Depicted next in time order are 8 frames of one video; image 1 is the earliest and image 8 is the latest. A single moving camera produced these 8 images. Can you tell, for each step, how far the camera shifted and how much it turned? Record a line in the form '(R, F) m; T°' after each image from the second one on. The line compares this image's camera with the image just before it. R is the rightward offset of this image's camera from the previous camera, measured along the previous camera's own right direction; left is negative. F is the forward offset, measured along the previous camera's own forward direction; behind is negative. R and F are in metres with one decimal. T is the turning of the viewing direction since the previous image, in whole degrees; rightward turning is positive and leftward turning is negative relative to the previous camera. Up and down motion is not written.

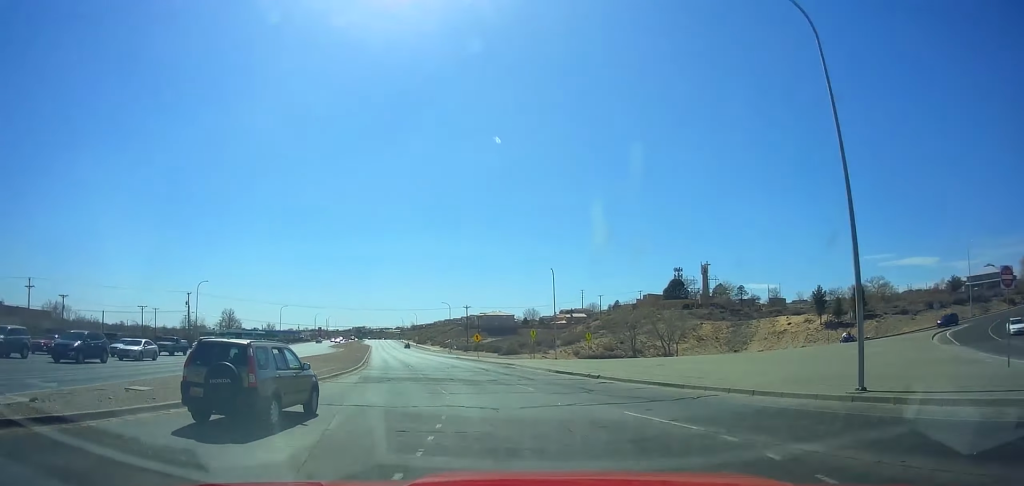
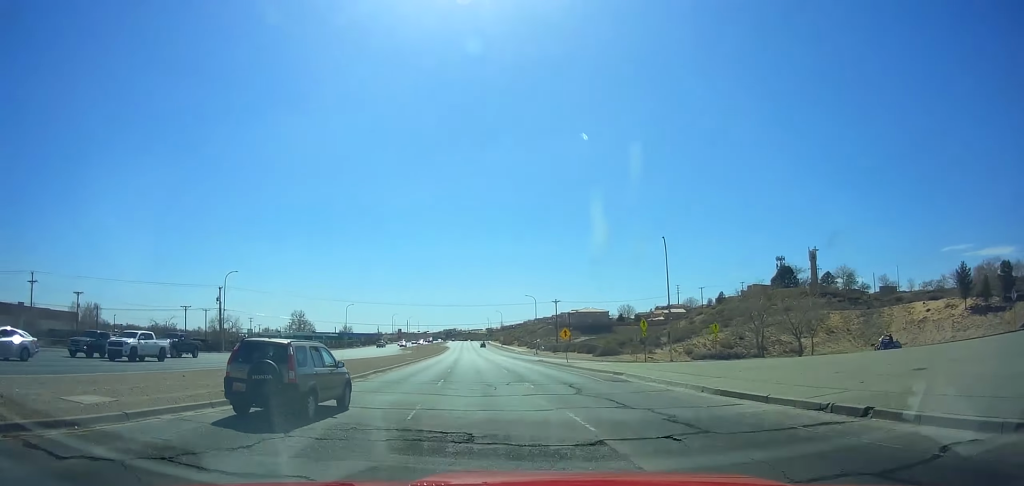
(-0.9, +18.9) m; -6°
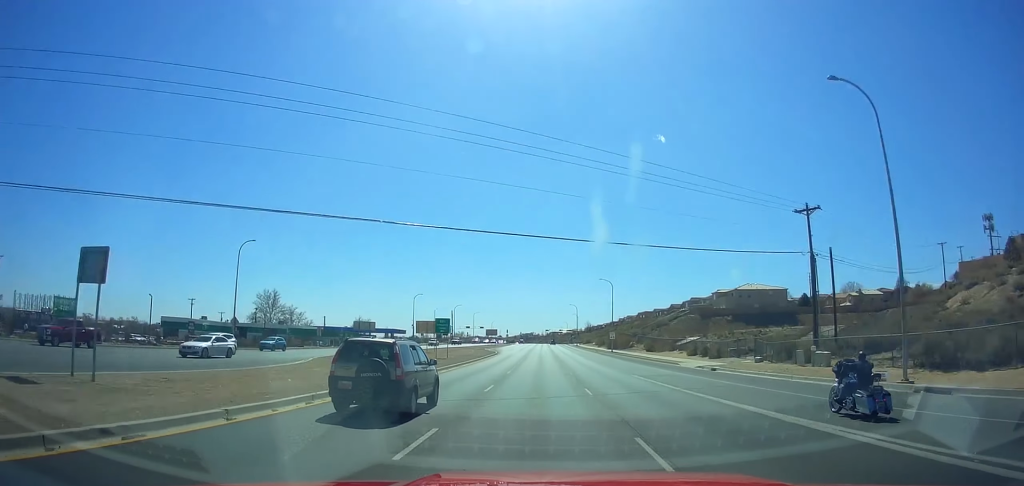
(-15.5, +95.6) m; -12°
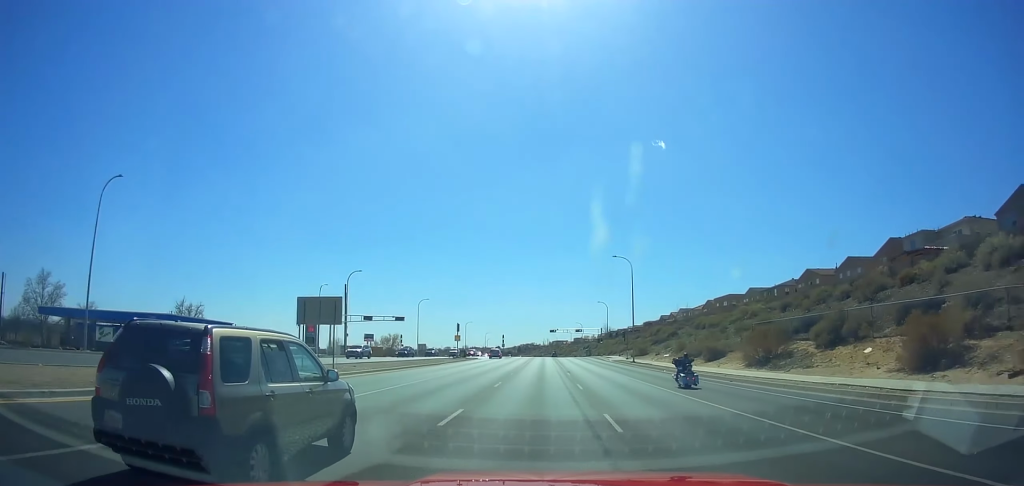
(-1.5, +98.8) m; -1°
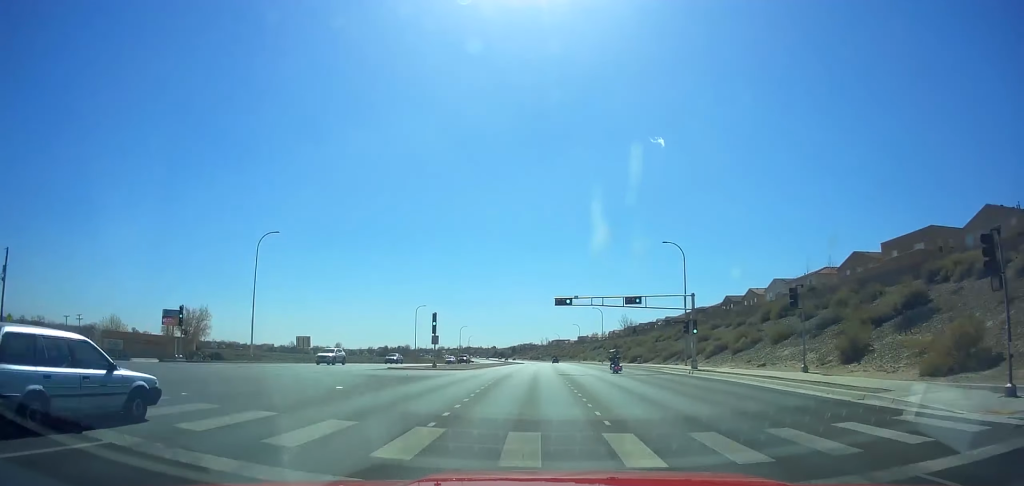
(+1.0, +92.0) m; 0°
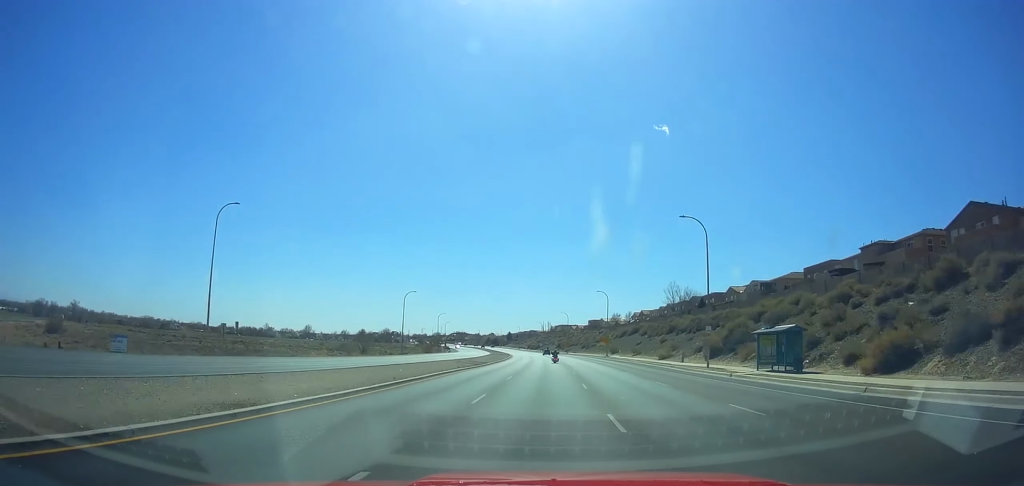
(-0.1, +77.5) m; 0°
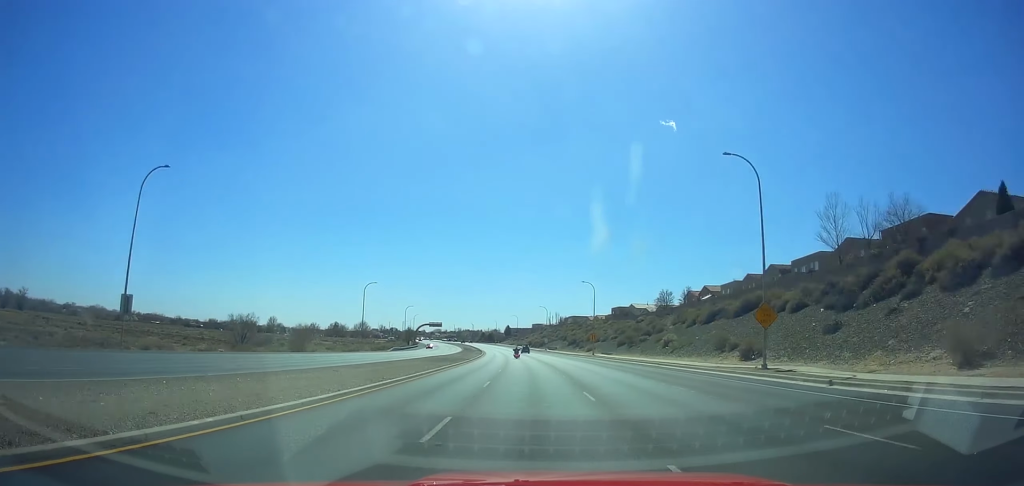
(-0.2, +78.3) m; -1°
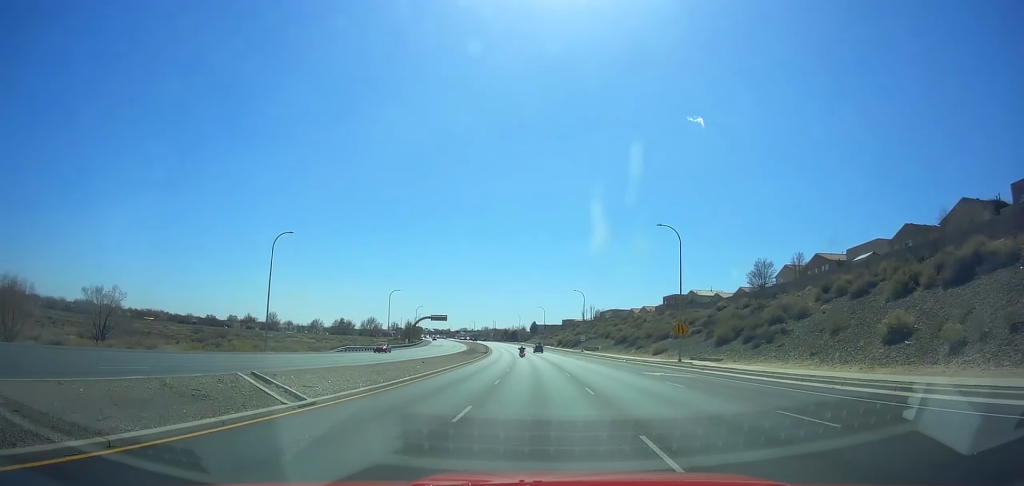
(-0.1, +45.9) m; -1°
